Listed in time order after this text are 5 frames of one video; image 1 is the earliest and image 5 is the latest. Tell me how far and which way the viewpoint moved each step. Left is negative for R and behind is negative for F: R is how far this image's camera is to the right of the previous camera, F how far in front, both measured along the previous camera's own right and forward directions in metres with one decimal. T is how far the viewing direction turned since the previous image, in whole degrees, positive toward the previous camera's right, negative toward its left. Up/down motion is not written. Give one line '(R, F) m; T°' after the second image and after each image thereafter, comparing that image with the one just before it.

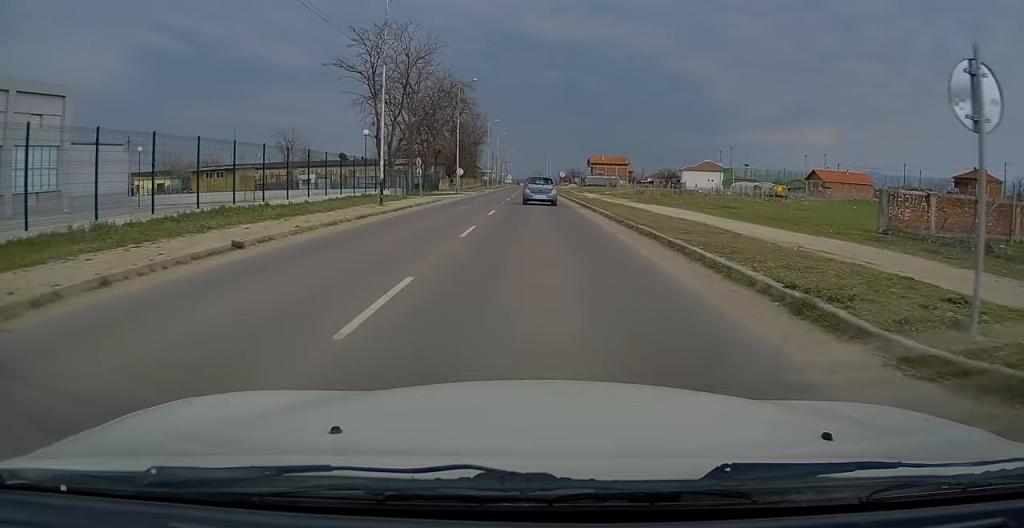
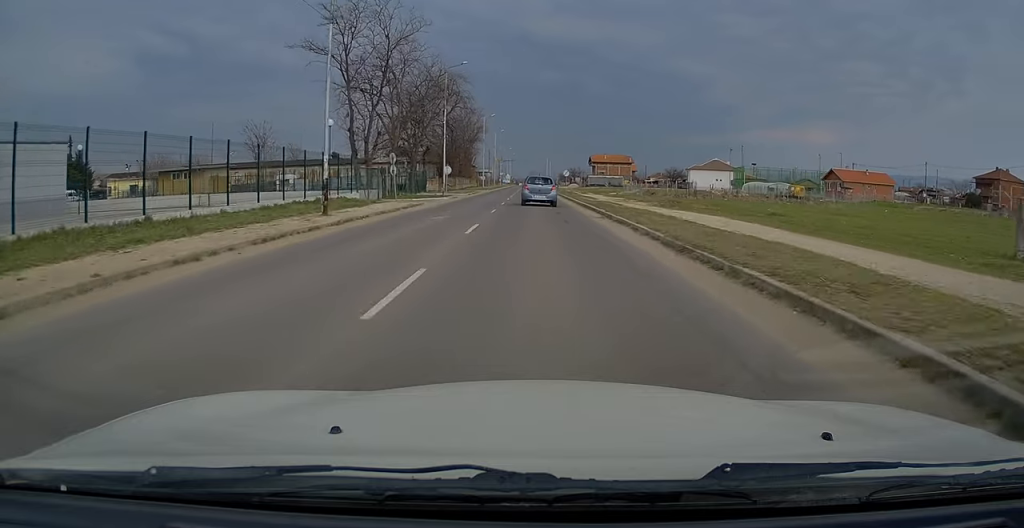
(0.0, +8.1) m; +1°
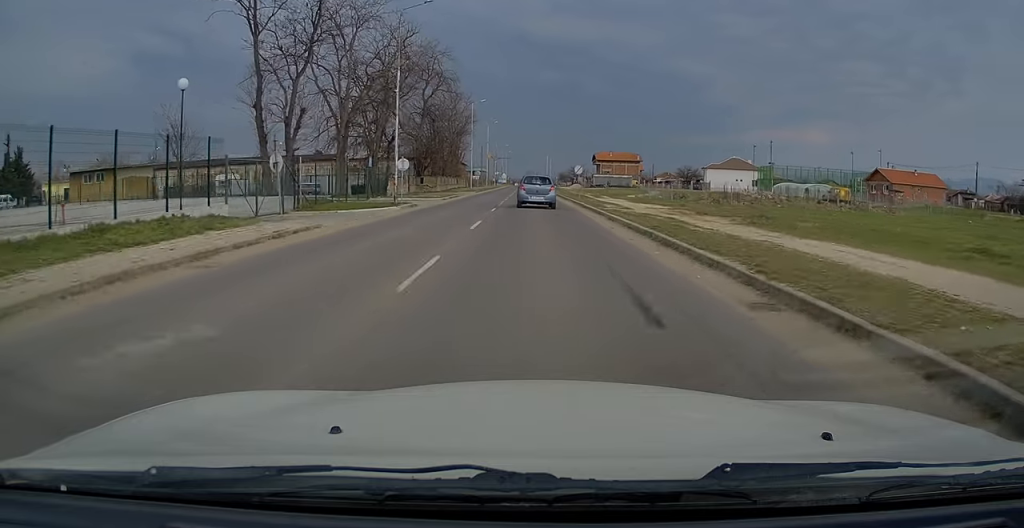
(+0.1, +16.7) m; 0°
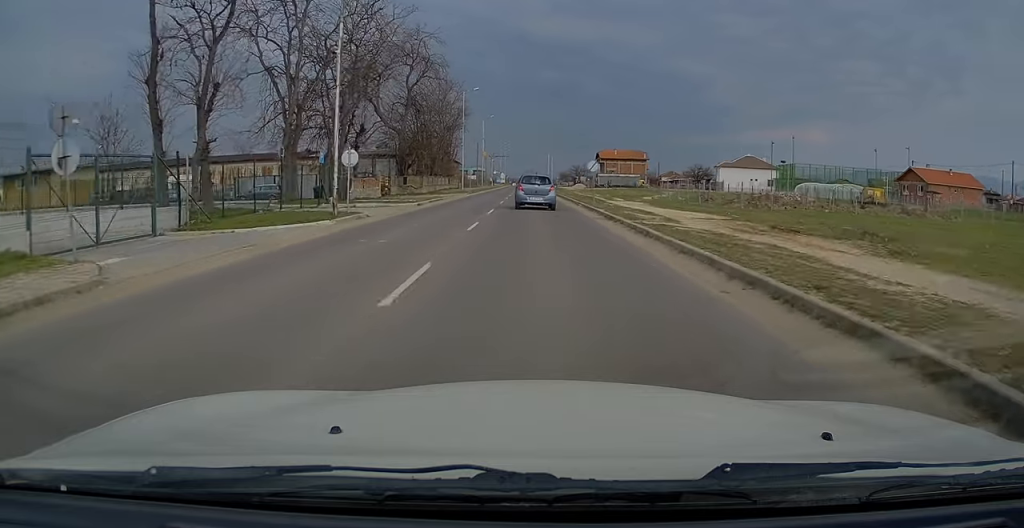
(-0.1, +9.7) m; 0°
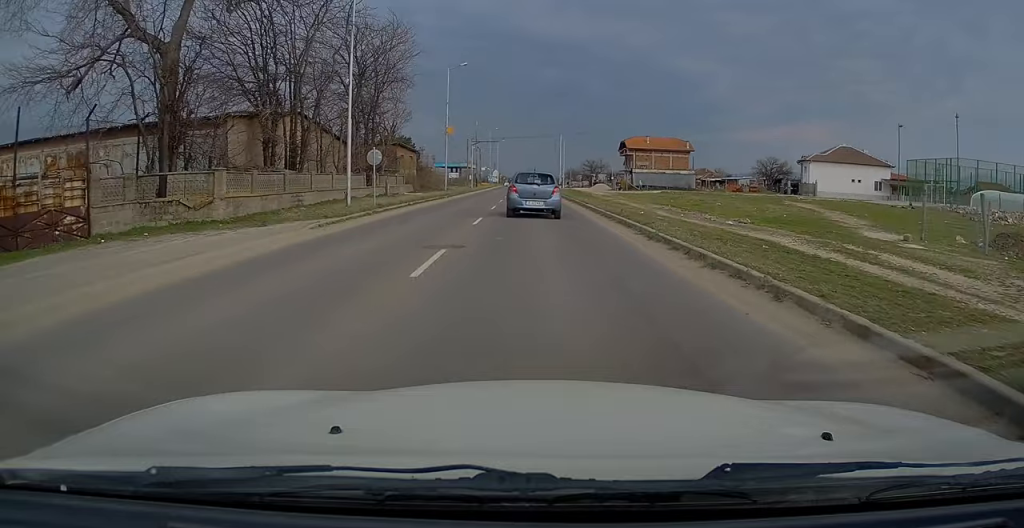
(0.0, +42.7) m; -1°
